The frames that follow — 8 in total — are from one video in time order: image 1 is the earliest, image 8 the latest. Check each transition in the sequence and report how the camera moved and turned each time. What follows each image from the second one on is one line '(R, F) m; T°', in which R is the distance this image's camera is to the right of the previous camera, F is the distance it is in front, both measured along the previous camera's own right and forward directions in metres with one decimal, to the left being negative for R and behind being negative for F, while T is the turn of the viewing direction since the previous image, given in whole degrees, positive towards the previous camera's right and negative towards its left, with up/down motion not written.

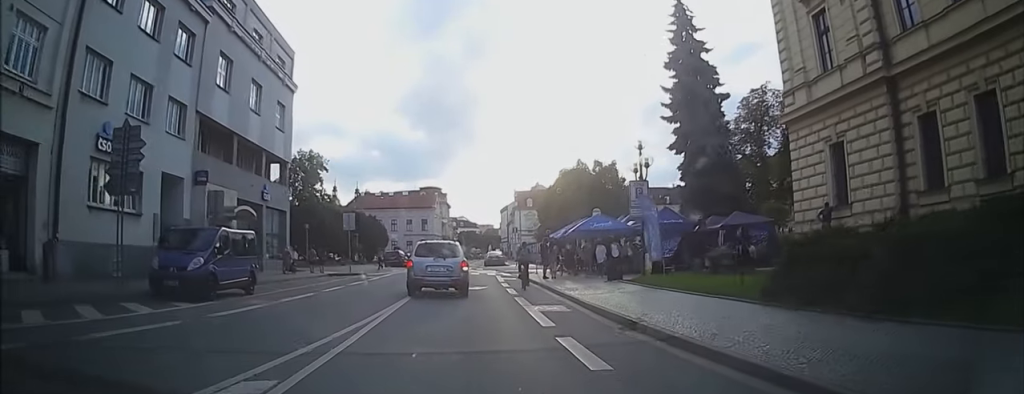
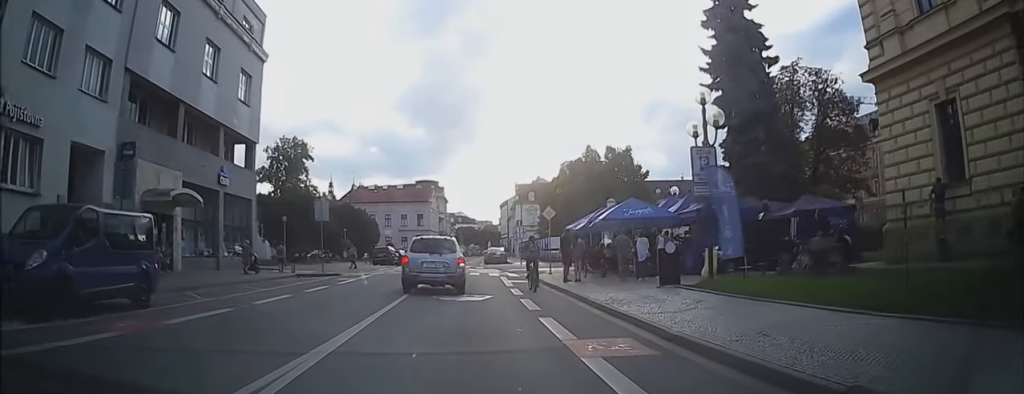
(-0.1, +7.1) m; -1°
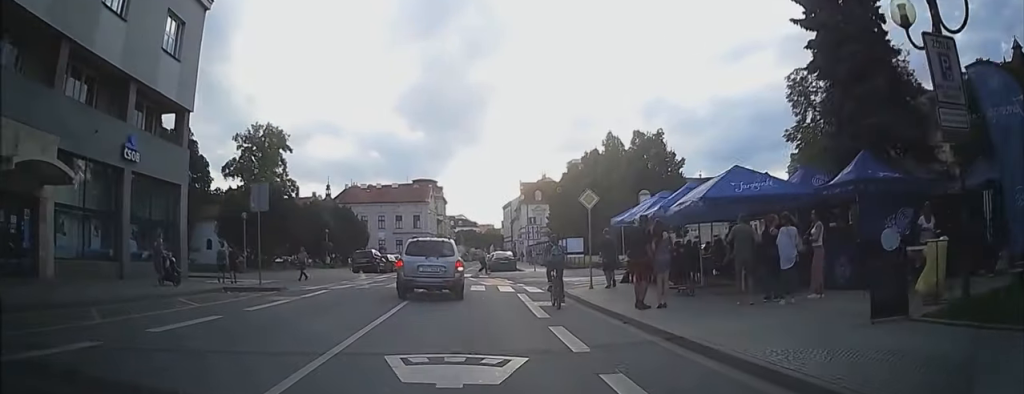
(-0.2, +10.0) m; -1°
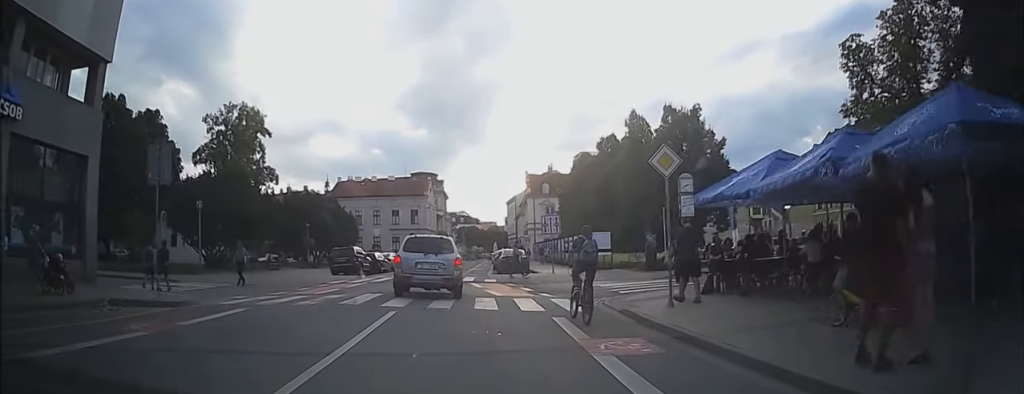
(0.0, +8.5) m; 0°
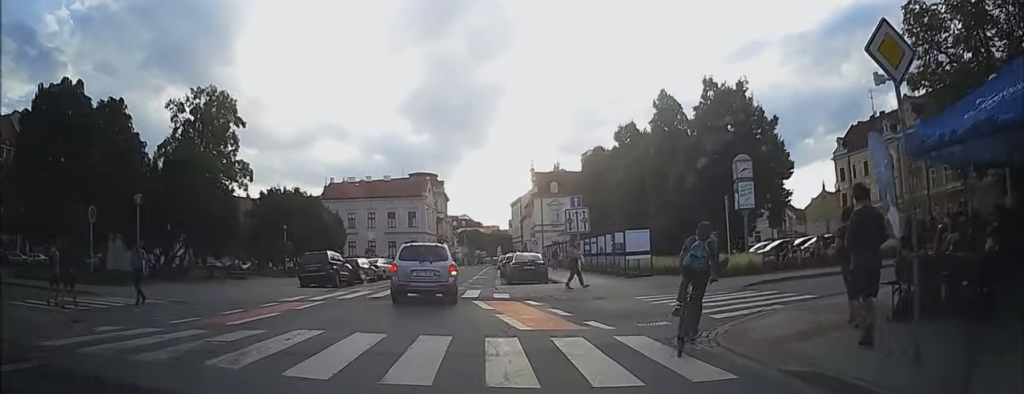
(0.0, +8.8) m; 0°
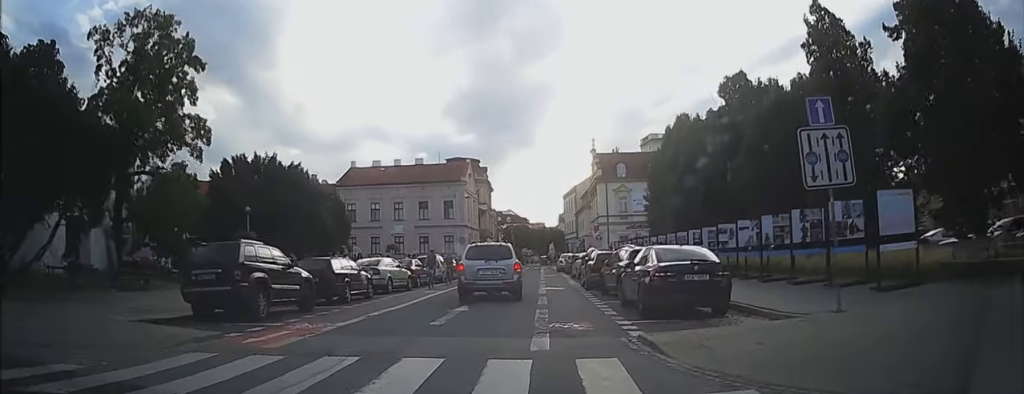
(0.0, +16.1) m; 0°
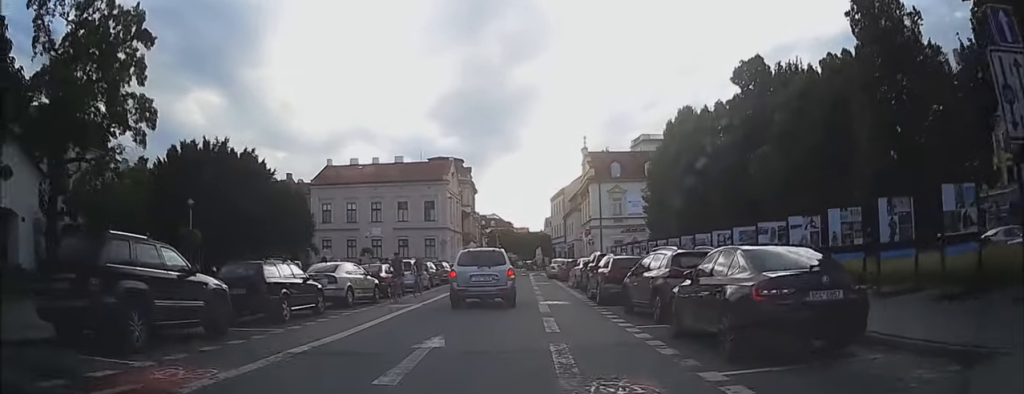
(0.0, +4.8) m; 0°
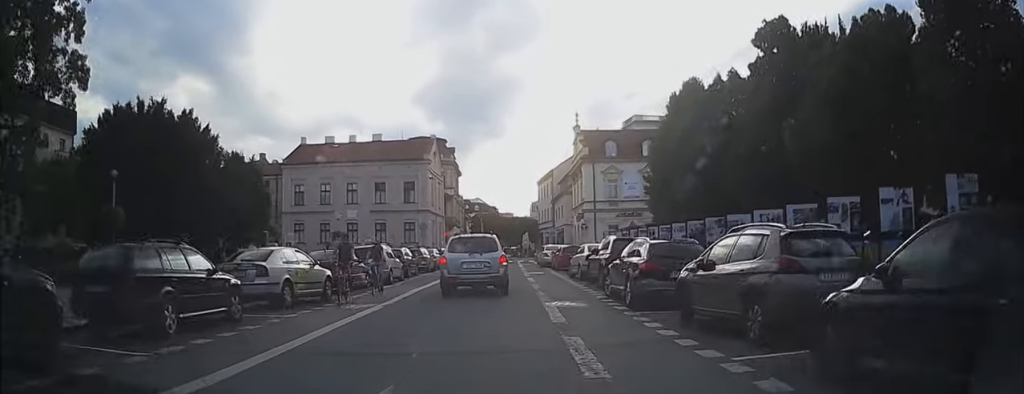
(0.0, +5.2) m; 0°
